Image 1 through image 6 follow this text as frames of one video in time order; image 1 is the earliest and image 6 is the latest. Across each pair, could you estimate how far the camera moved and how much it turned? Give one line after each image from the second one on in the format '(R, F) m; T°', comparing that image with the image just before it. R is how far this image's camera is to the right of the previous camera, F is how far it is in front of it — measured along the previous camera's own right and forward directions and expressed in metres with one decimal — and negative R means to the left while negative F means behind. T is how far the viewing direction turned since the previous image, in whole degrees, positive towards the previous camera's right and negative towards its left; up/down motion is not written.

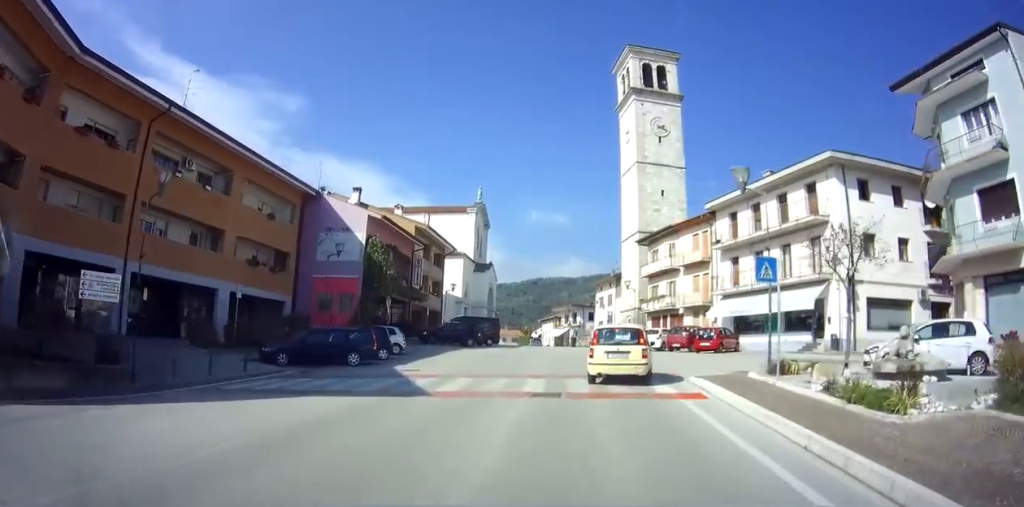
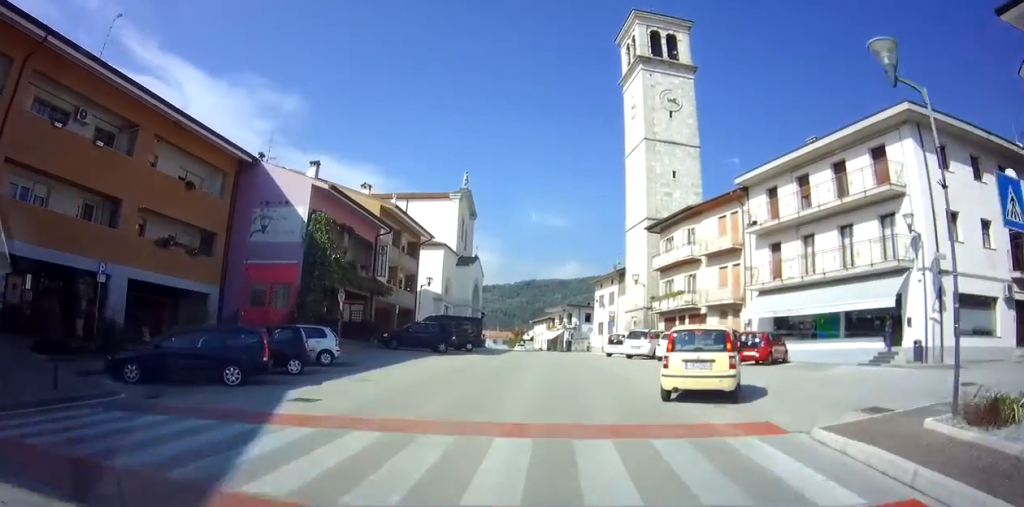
(0.0, +9.0) m; 0°
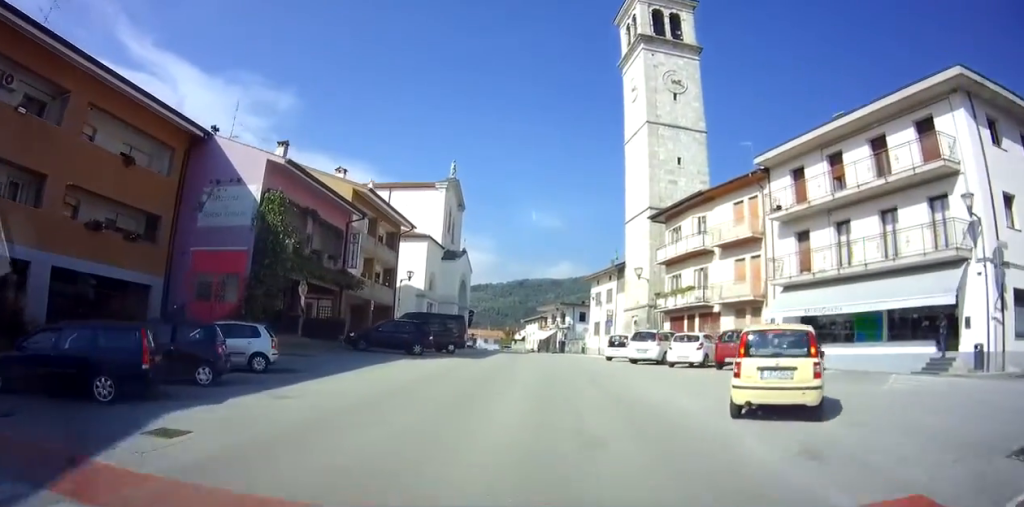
(0.0, +4.6) m; 0°
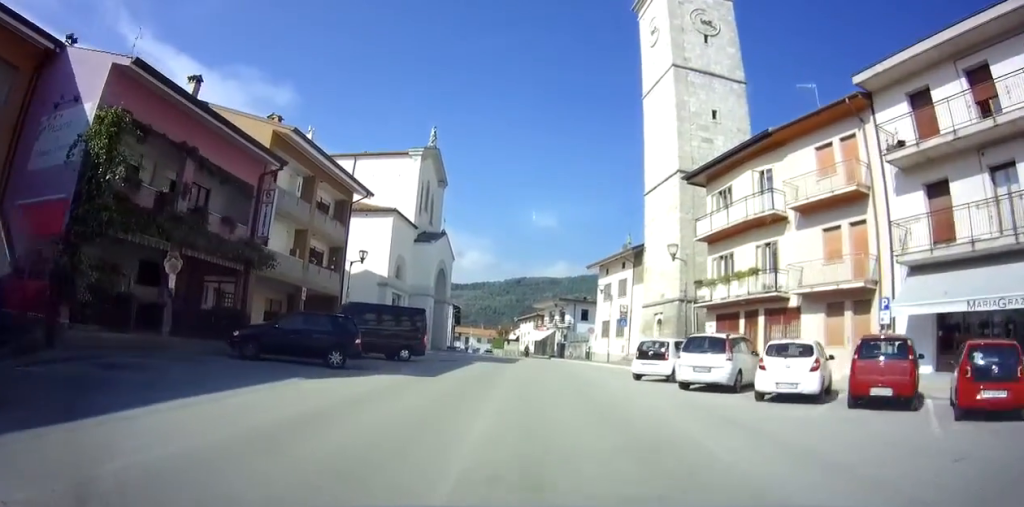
(0.0, +10.8) m; 0°
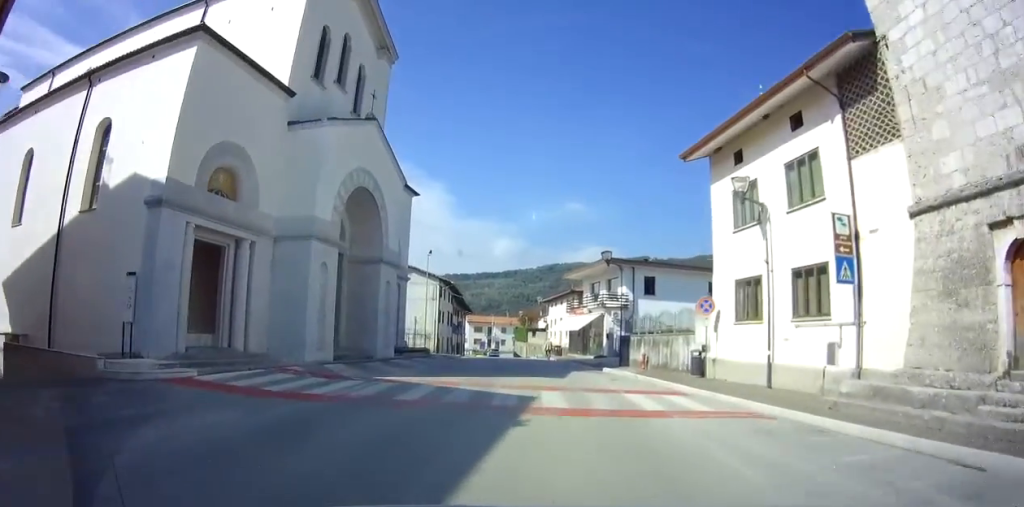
(0.0, +23.7) m; 0°
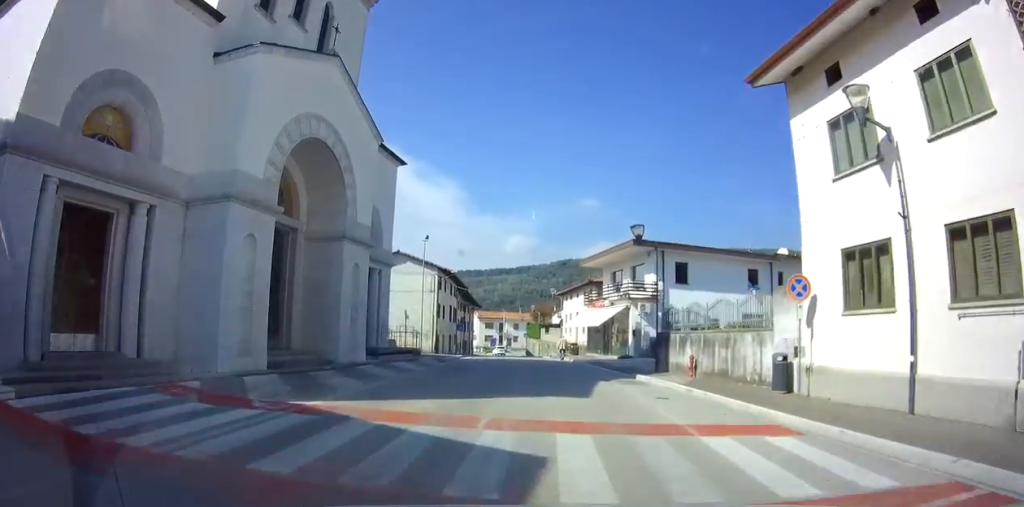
(0.0, +5.3) m; 0°
